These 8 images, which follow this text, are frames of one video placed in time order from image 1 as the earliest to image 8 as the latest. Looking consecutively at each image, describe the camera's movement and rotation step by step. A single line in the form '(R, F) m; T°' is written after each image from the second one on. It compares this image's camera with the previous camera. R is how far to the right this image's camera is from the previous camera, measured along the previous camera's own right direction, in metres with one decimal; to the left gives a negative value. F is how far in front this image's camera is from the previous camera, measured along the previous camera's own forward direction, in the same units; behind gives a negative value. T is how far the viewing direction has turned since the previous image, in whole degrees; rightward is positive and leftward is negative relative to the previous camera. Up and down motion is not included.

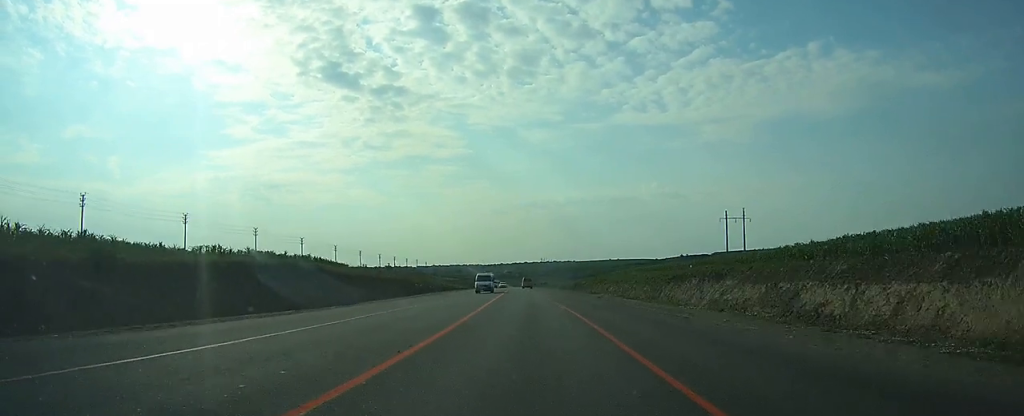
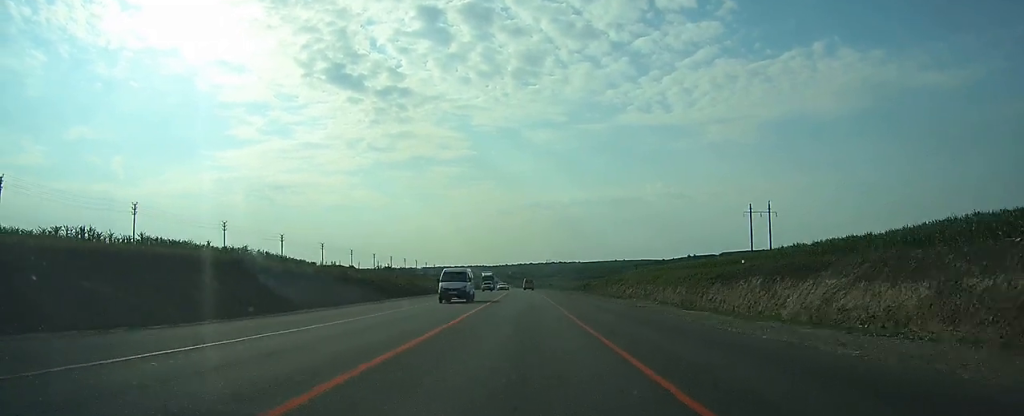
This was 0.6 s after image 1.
(-0.1, +16.2) m; -1°
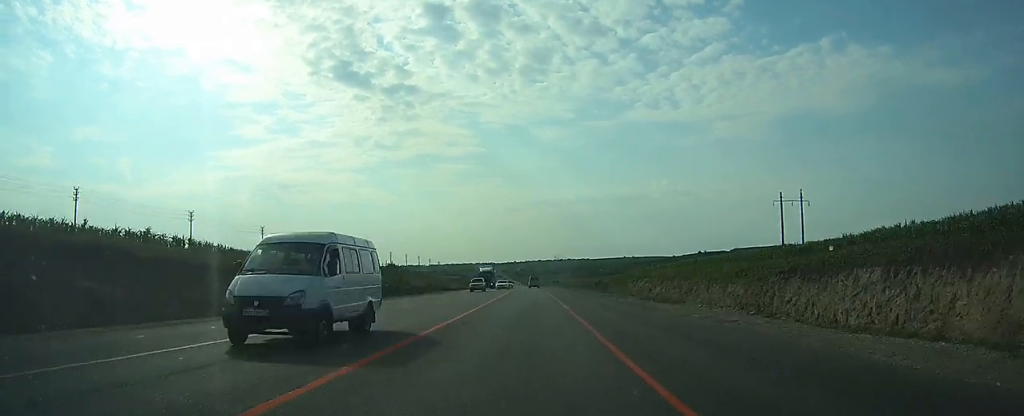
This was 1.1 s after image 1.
(0.0, +15.2) m; 0°
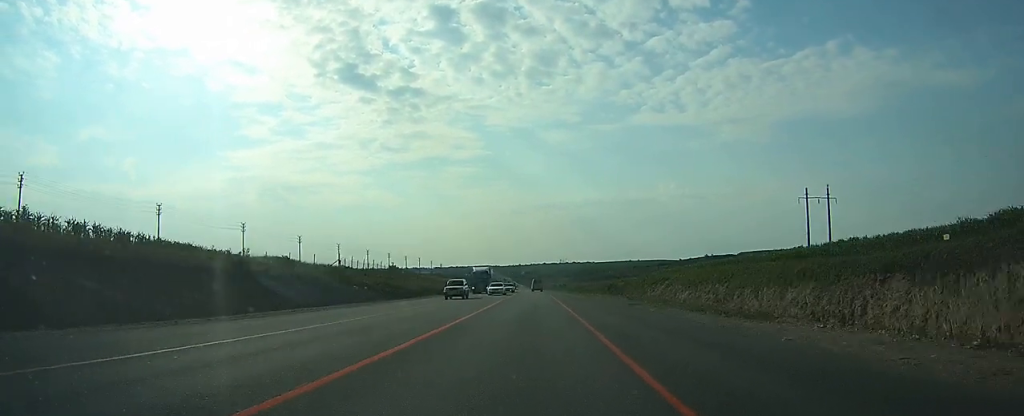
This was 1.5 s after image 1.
(-0.1, +11.3) m; 0°
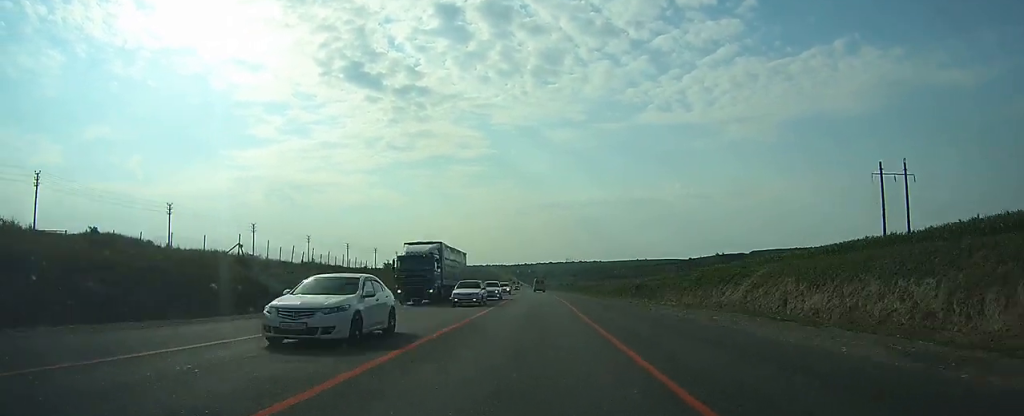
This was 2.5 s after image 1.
(-0.2, +28.3) m; -1°
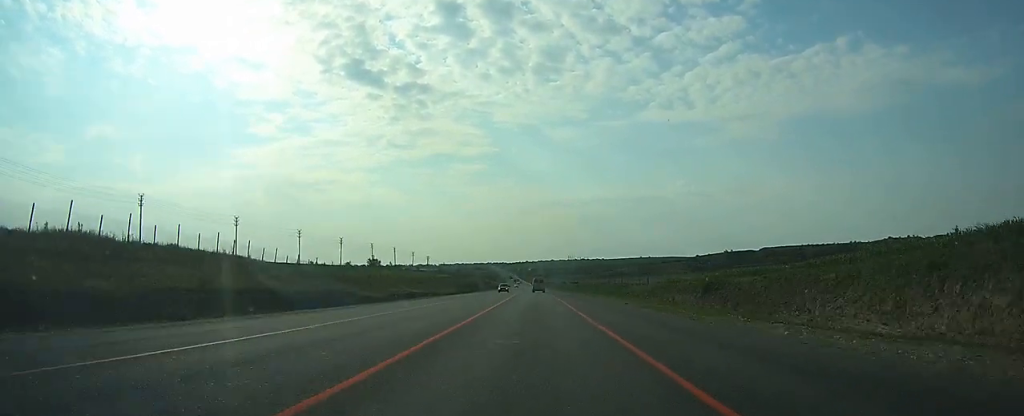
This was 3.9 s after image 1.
(-0.3, +38.6) m; -1°
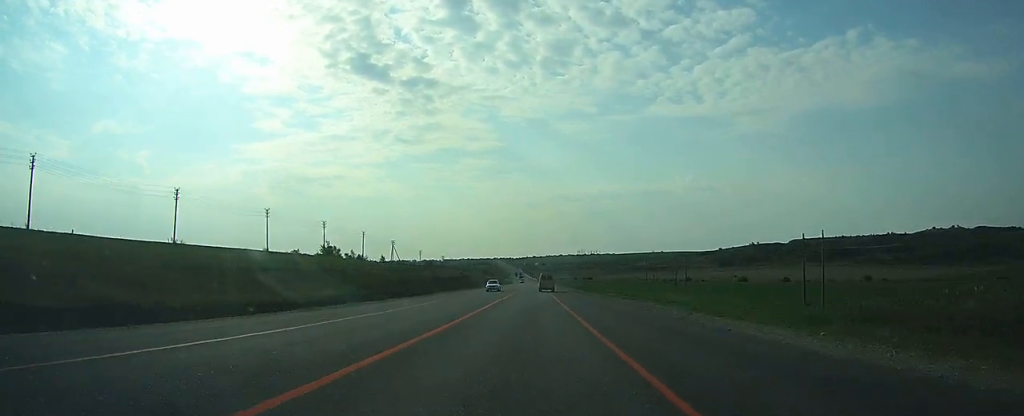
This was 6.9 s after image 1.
(-0.4, +85.5) m; 0°
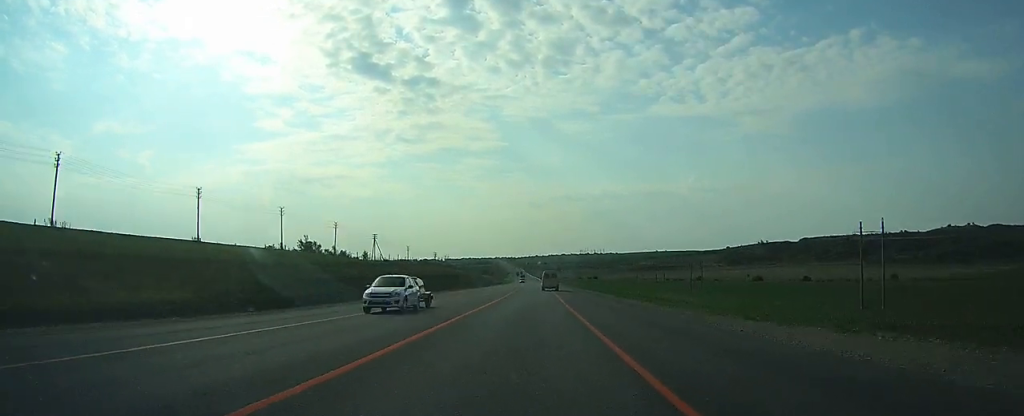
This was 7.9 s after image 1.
(0.0, +27.3) m; 0°
